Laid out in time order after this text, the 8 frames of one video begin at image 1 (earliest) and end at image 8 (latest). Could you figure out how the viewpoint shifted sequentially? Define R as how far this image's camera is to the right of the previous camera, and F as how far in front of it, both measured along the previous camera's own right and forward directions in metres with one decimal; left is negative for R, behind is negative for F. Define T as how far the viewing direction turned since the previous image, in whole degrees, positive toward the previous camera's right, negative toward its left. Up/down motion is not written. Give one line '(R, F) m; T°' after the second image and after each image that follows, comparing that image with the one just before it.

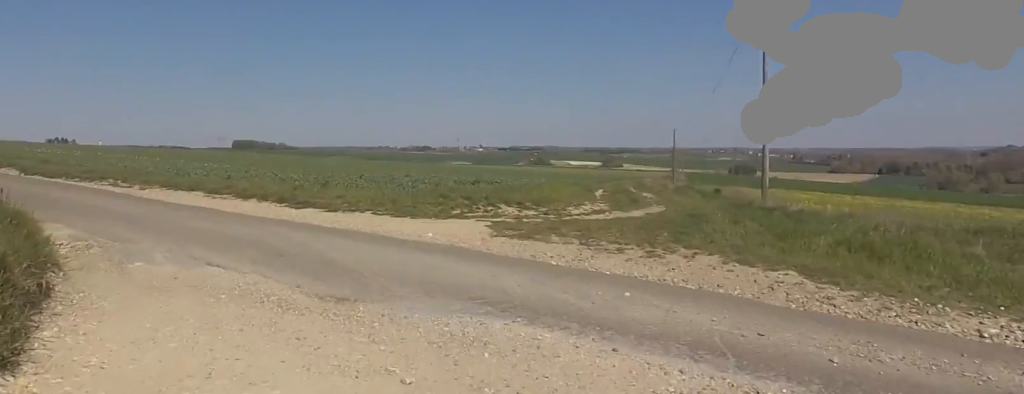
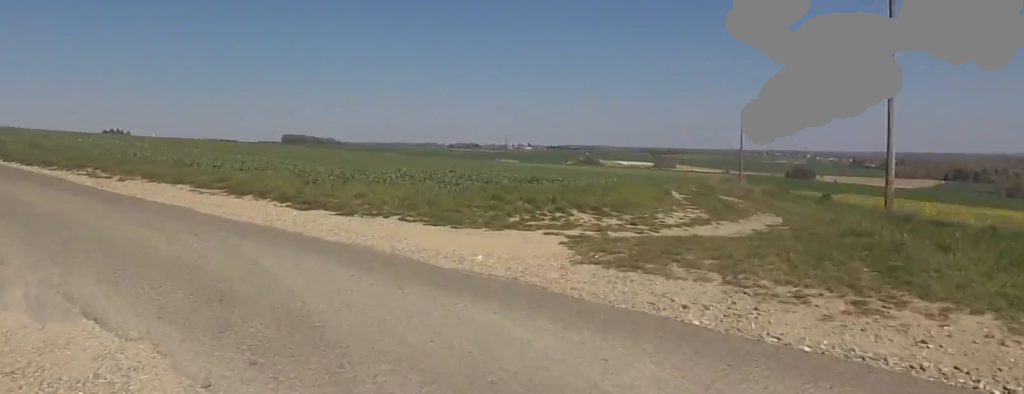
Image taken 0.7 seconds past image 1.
(-0.3, +3.2) m; +10°
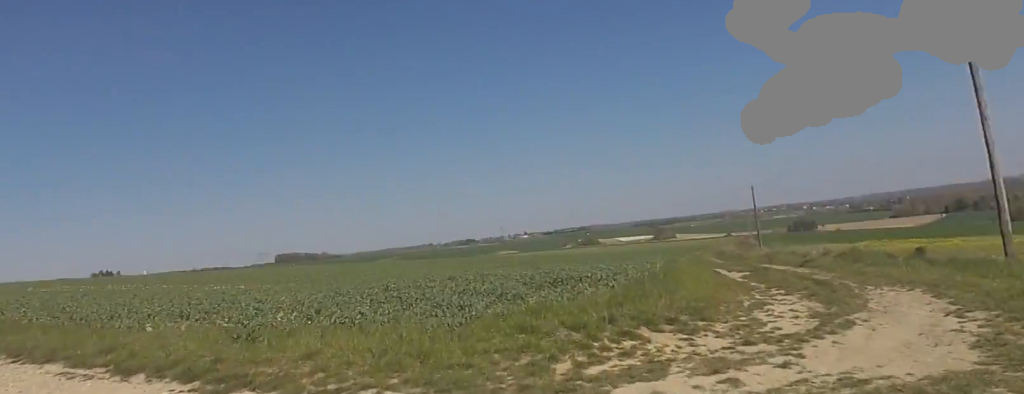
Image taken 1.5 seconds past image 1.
(+0.7, +3.5) m; +29°
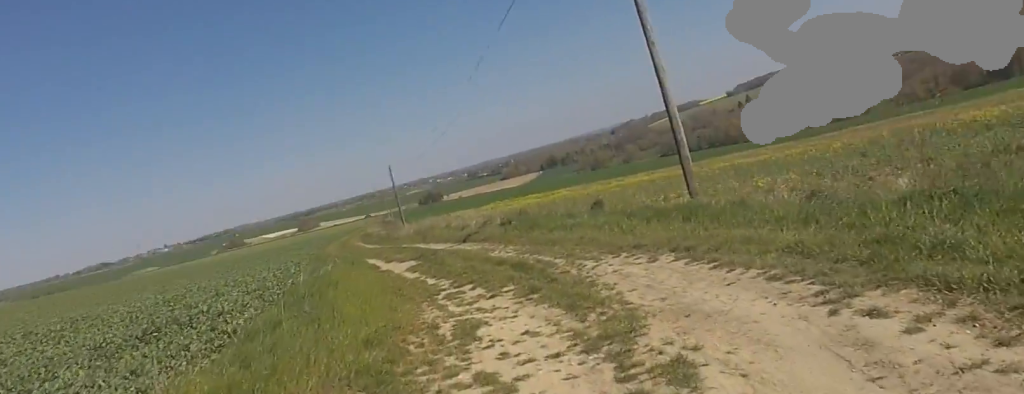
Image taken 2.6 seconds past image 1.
(+1.3, +4.6) m; -1°
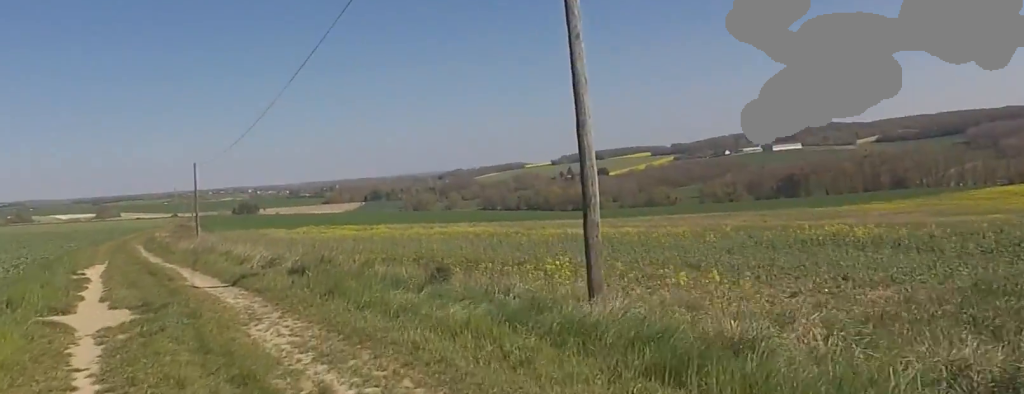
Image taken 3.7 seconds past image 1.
(-1.5, +5.0) m; -17°
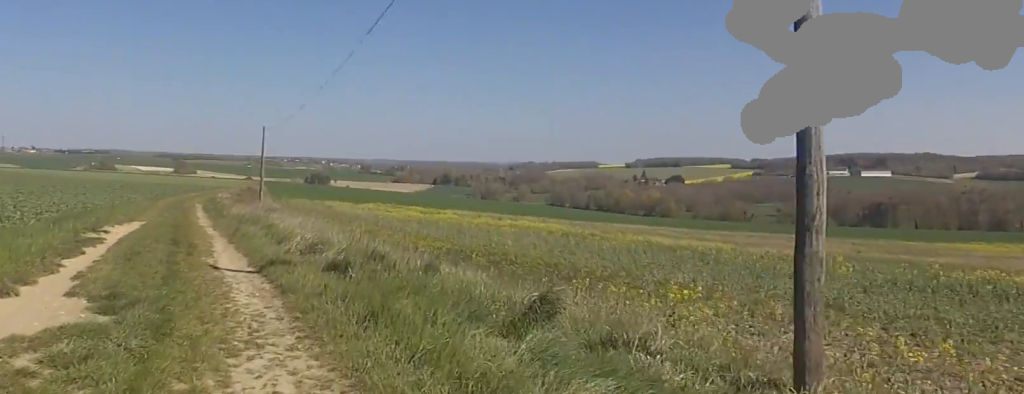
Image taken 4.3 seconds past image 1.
(0.0, +3.2) m; -1°
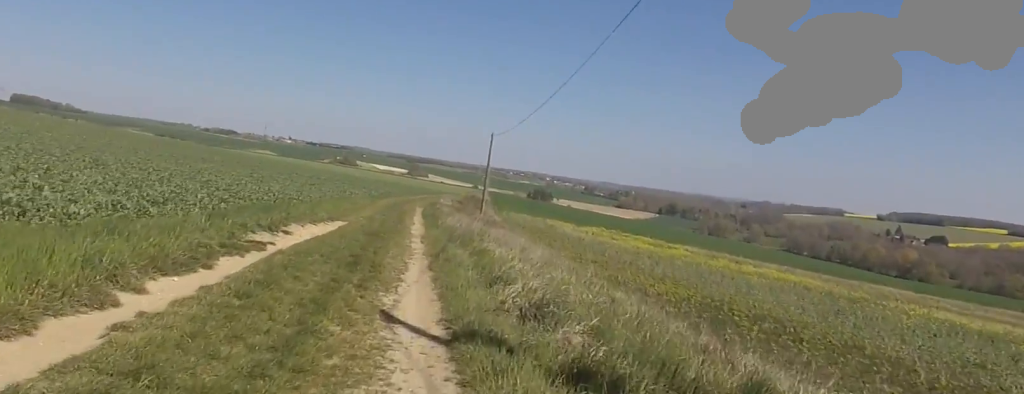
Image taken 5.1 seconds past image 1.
(0.0, +4.2) m; 0°
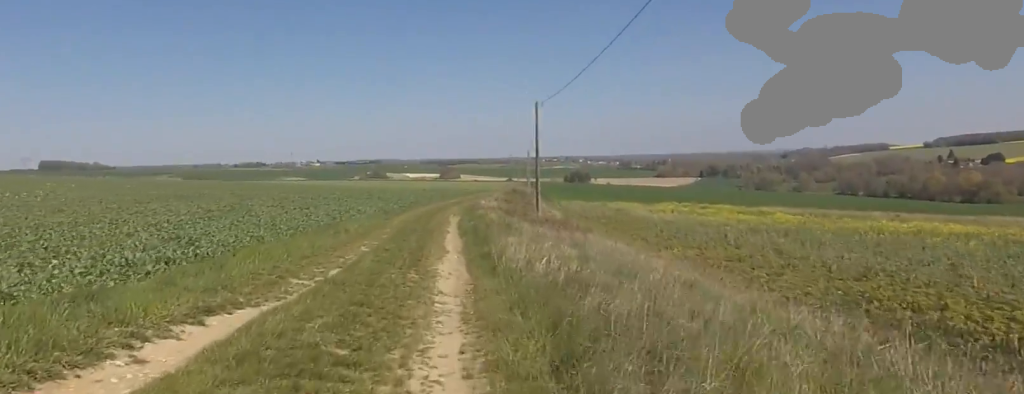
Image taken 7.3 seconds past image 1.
(0.0, +11.8) m; 0°
